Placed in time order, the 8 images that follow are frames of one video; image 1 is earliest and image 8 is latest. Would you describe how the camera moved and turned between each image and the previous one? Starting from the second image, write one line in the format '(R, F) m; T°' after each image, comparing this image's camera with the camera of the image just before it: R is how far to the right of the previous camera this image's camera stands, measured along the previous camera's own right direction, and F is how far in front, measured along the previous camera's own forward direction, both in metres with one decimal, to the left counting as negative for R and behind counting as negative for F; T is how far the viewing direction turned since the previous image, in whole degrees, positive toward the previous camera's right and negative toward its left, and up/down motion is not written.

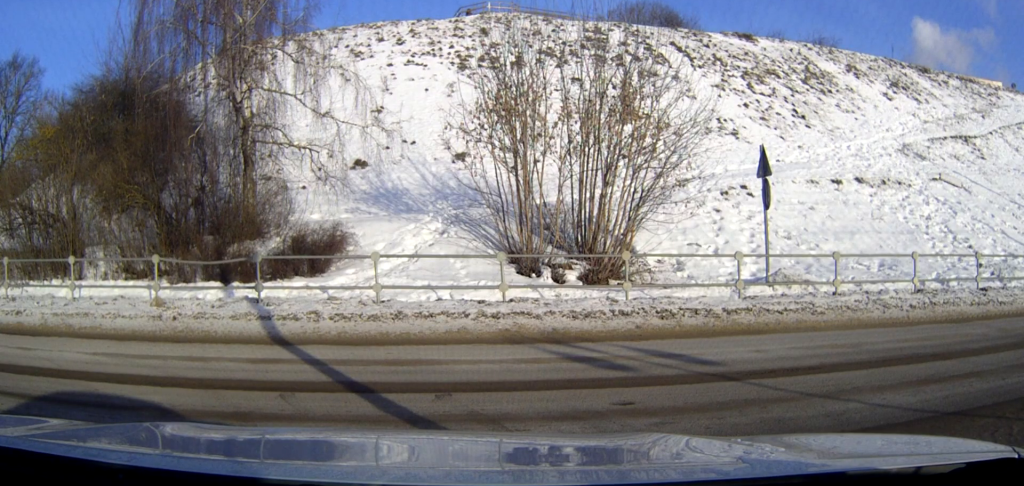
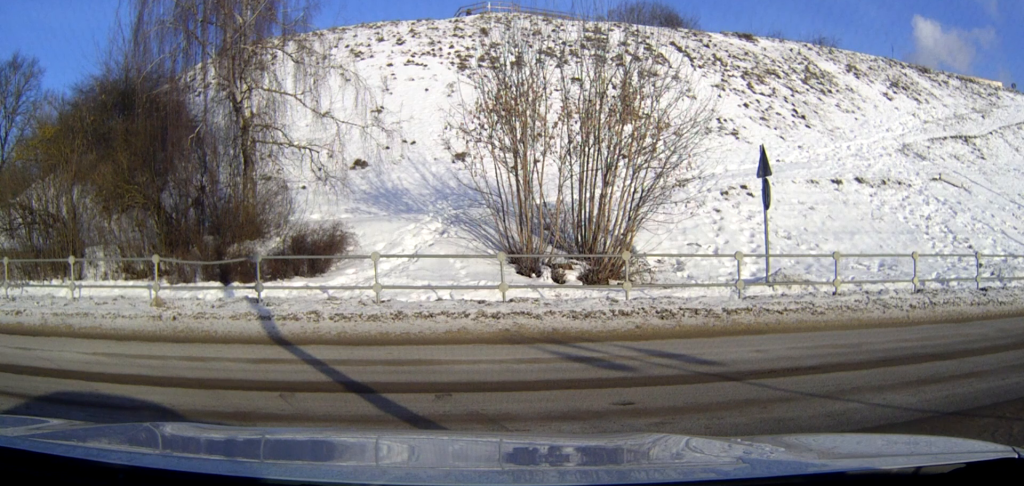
(0.0, 0.0) m; 0°
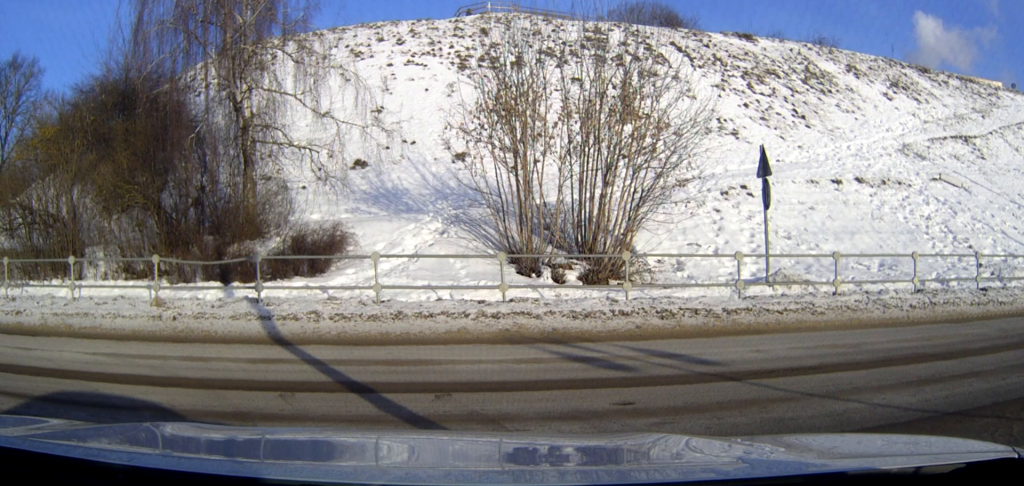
(0.0, 0.0) m; 0°
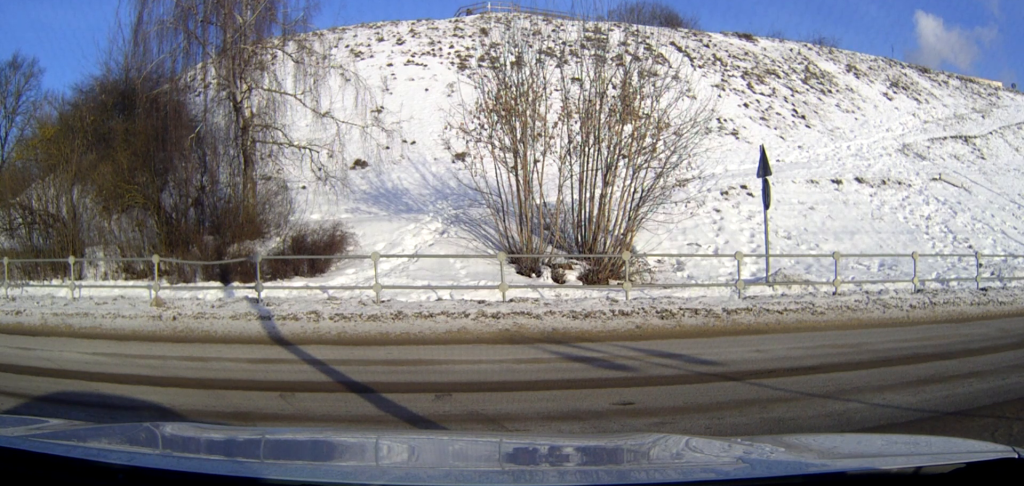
(0.0, 0.0) m; 0°
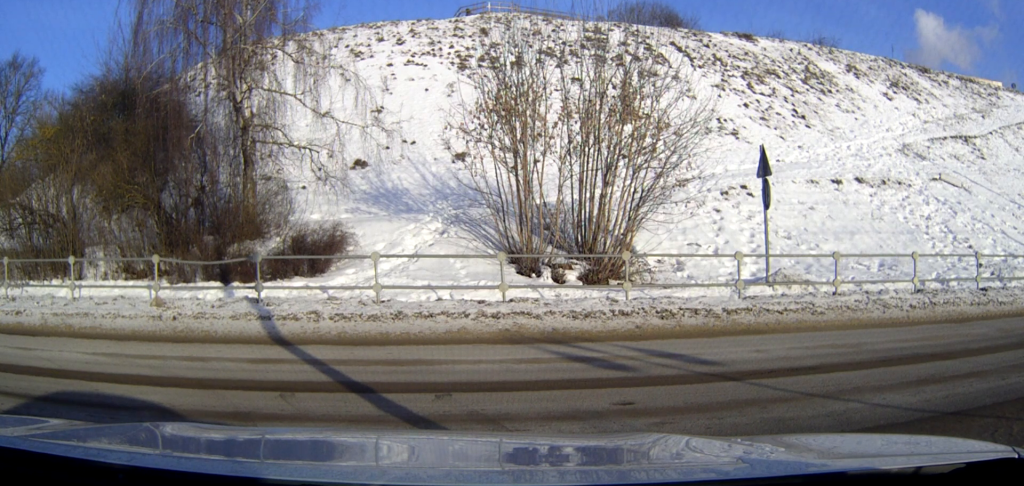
(0.0, 0.0) m; 0°
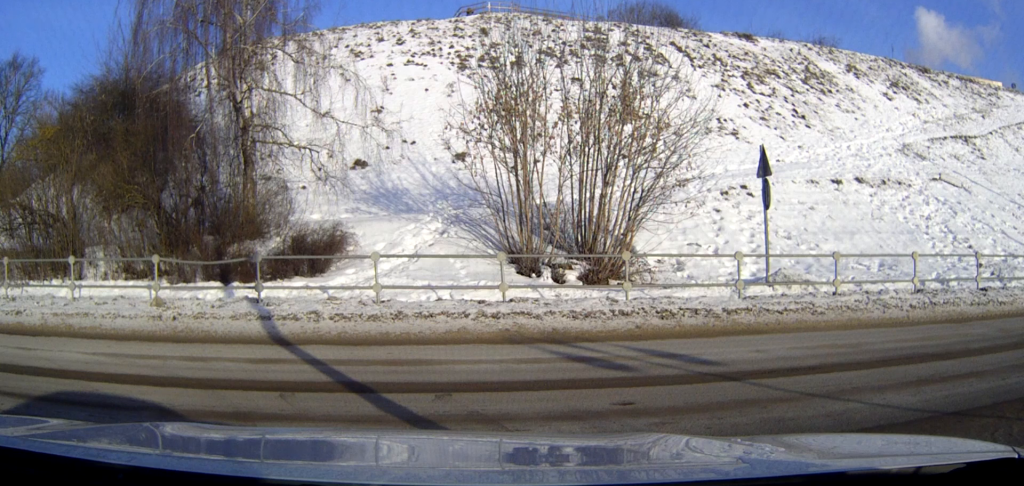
(0.0, 0.0) m; 0°
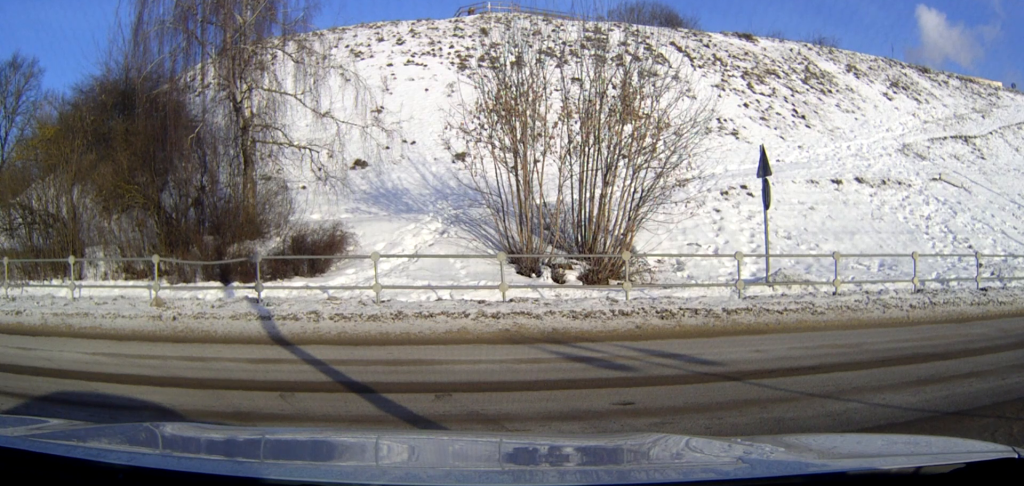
(0.0, 0.0) m; 0°
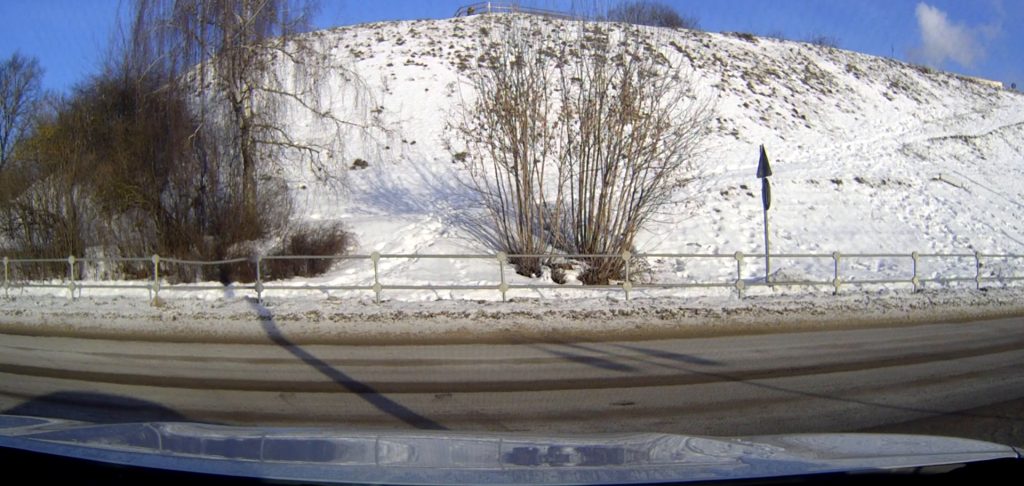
(0.0, 0.0) m; 0°
